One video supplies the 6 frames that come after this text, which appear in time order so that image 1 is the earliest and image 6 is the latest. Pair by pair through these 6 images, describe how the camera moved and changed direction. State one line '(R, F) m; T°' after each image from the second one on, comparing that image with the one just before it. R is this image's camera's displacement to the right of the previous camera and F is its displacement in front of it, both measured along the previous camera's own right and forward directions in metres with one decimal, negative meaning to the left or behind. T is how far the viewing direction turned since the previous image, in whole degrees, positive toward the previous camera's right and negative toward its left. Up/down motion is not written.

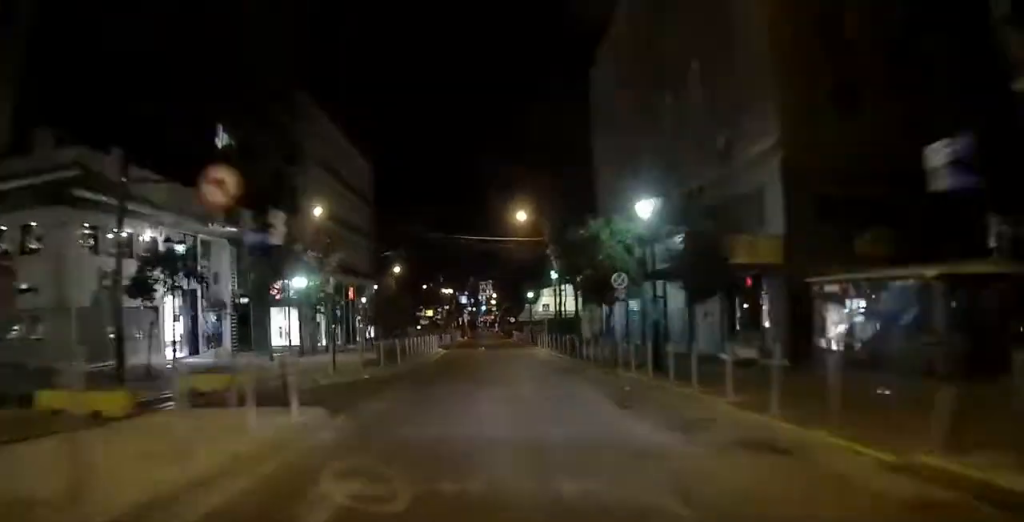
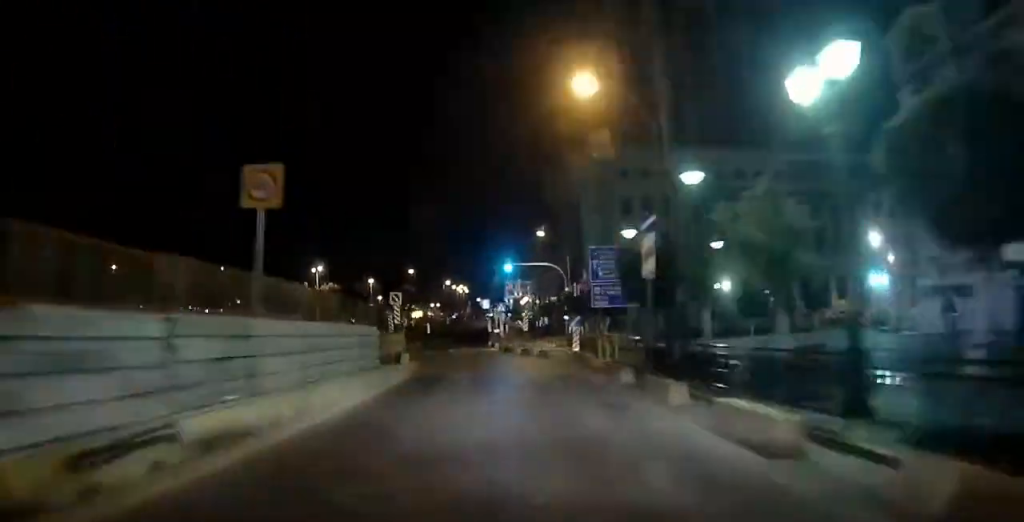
(-2.1, +106.9) m; +3°
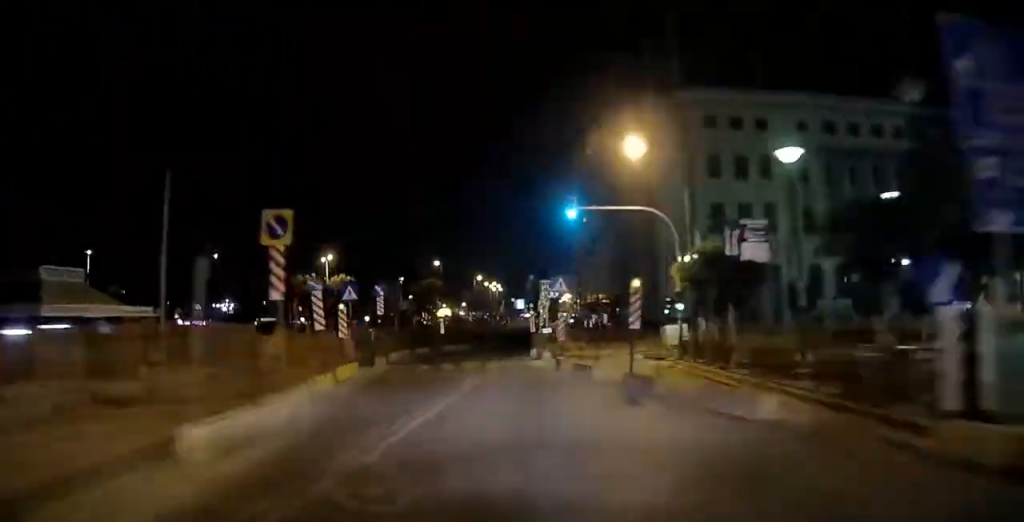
(-2.1, +17.8) m; +4°
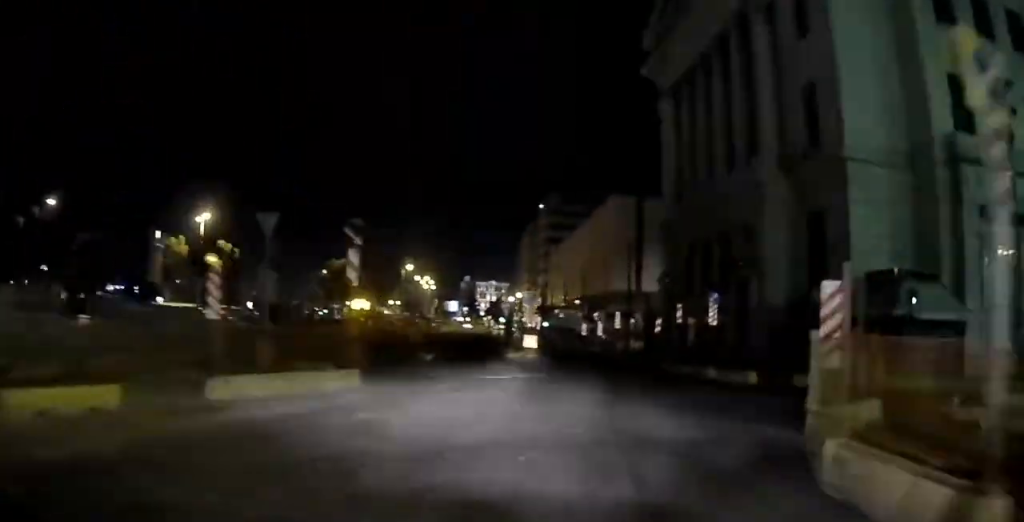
(+6.8, +30.6) m; +42°
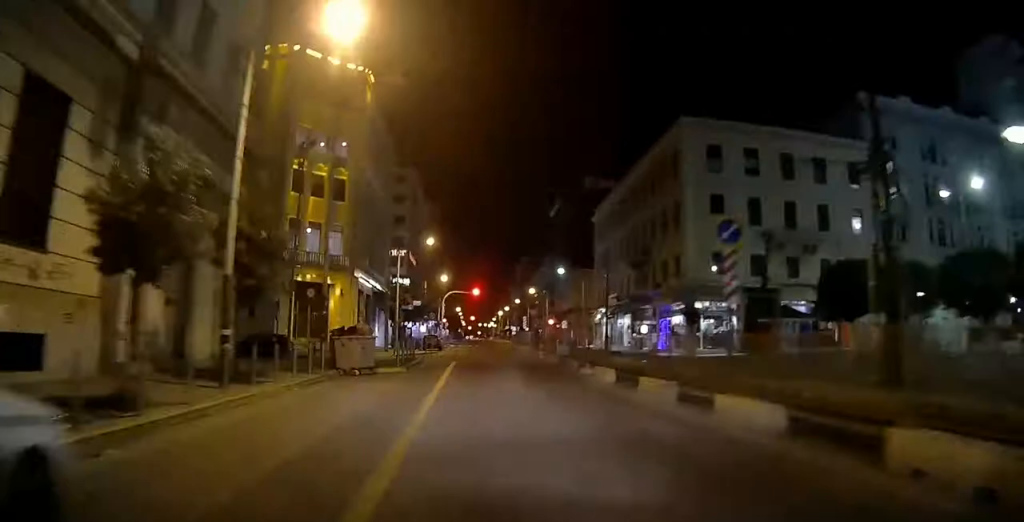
(+30.7, +39.3) m; +45°
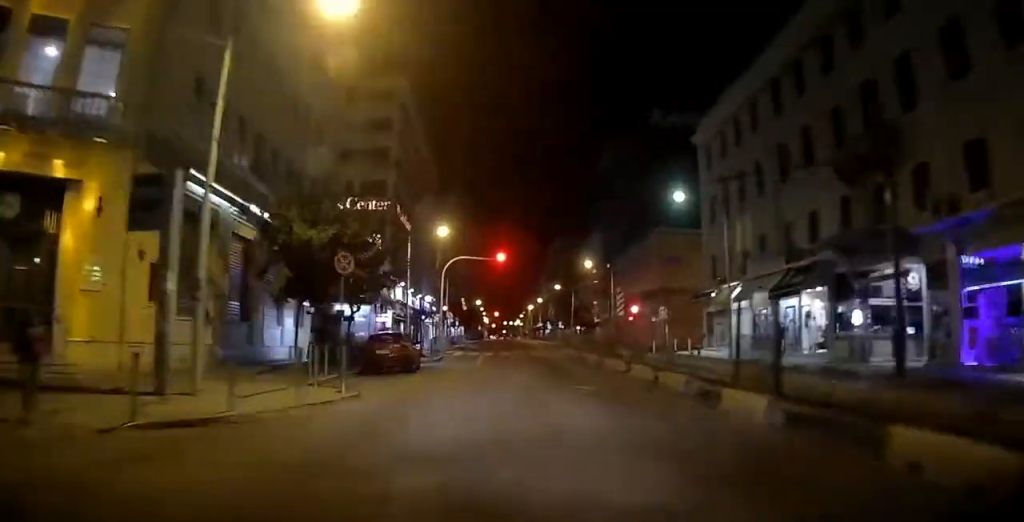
(-0.4, +21.4) m; -1°
